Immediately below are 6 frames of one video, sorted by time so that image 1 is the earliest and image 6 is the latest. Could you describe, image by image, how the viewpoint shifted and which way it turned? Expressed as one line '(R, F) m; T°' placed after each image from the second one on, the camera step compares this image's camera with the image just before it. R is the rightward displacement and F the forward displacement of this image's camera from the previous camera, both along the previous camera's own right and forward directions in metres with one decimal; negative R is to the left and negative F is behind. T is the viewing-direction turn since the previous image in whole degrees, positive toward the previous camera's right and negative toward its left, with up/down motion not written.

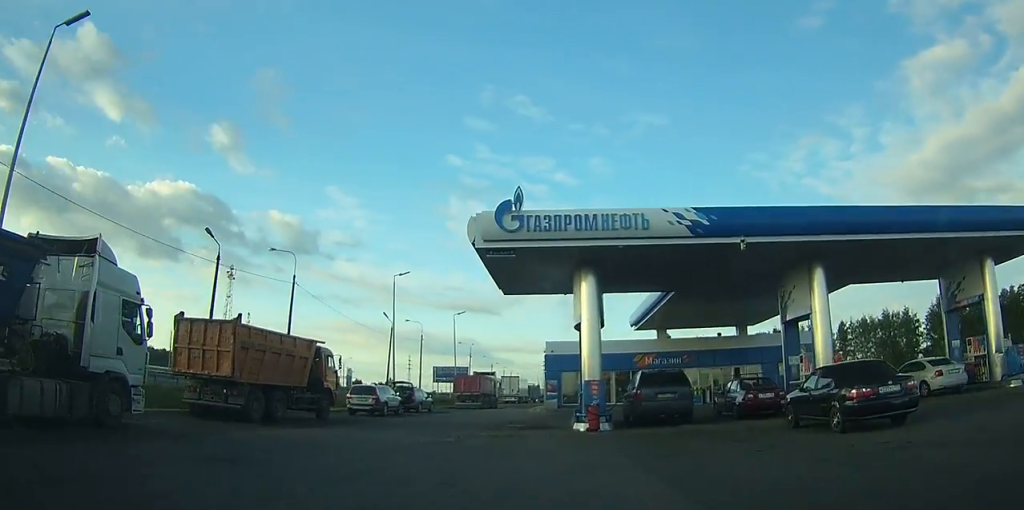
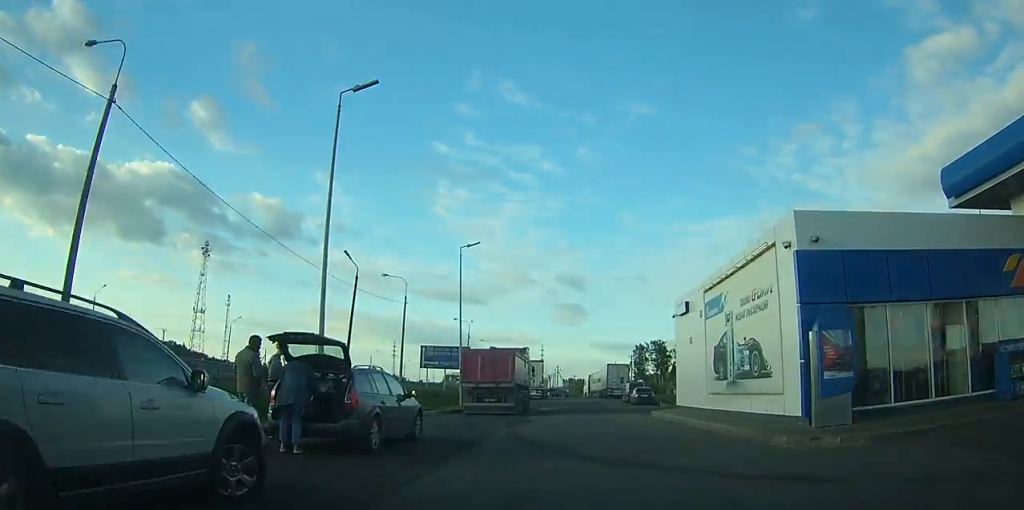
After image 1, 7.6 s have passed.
(-2.8, +22.8) m; +2°
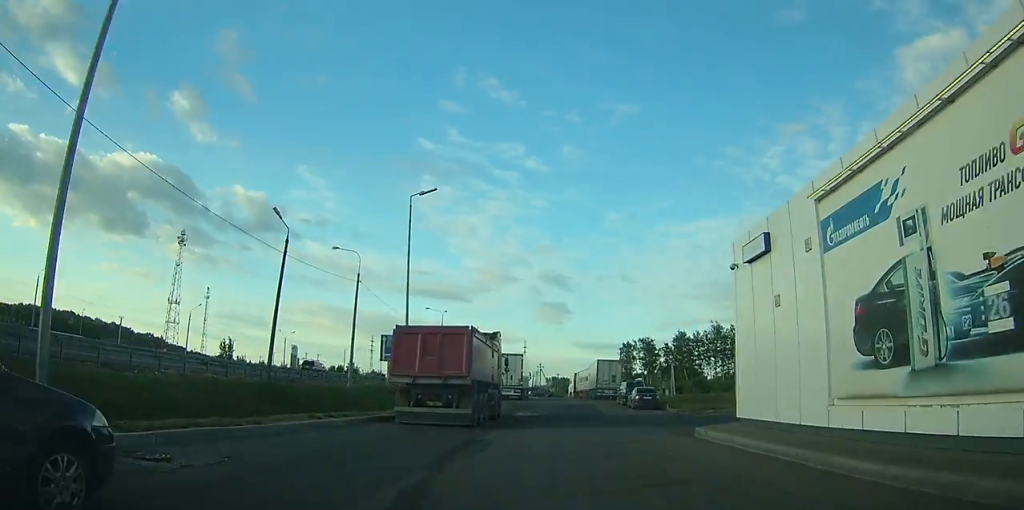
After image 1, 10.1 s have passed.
(+0.8, +8.9) m; +6°
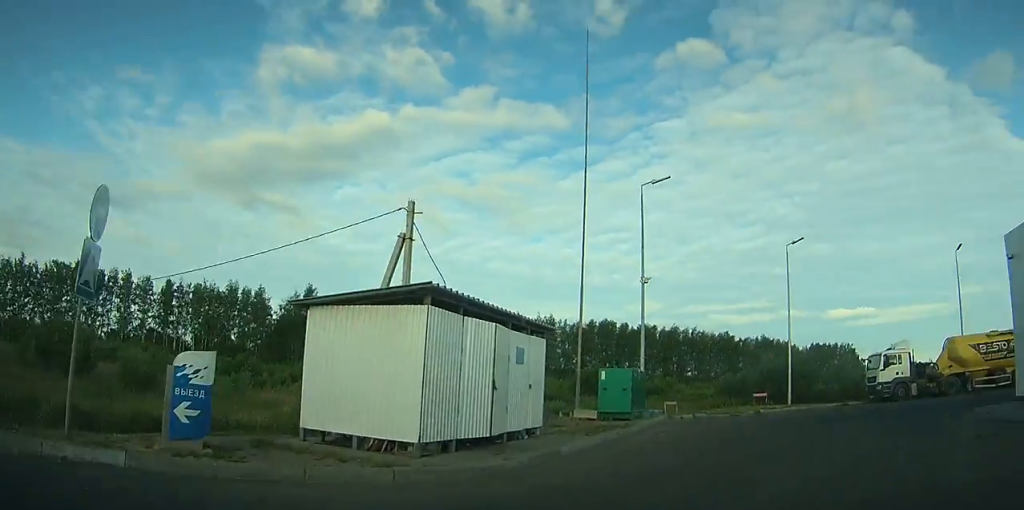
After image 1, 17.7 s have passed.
(+9.4, +19.1) m; +74°
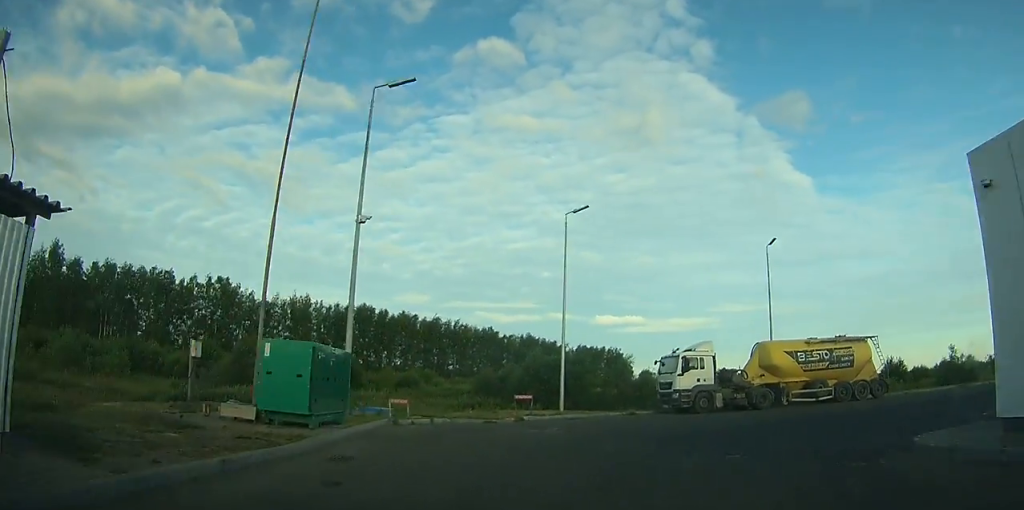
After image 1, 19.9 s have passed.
(+1.5, +6.1) m; +21°
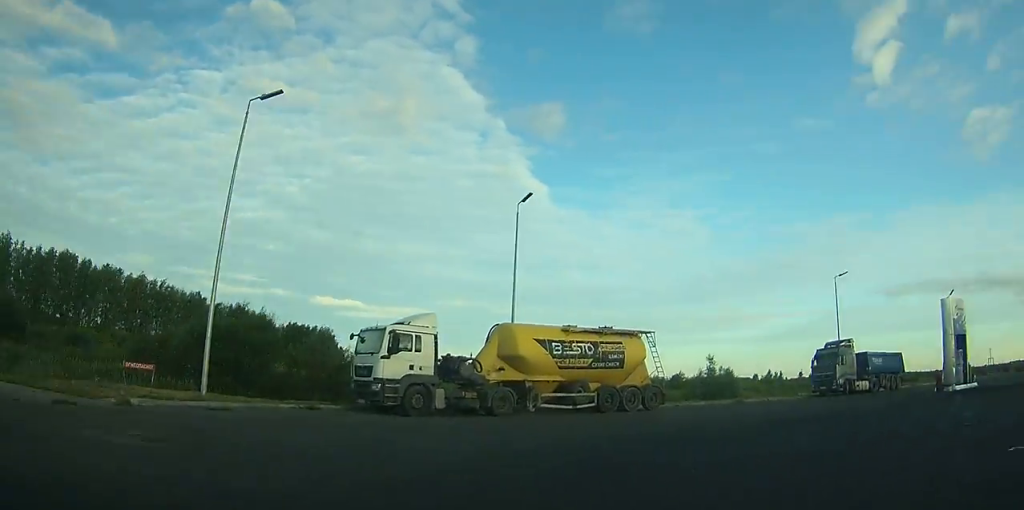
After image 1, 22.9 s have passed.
(+1.4, +7.4) m; +29°
